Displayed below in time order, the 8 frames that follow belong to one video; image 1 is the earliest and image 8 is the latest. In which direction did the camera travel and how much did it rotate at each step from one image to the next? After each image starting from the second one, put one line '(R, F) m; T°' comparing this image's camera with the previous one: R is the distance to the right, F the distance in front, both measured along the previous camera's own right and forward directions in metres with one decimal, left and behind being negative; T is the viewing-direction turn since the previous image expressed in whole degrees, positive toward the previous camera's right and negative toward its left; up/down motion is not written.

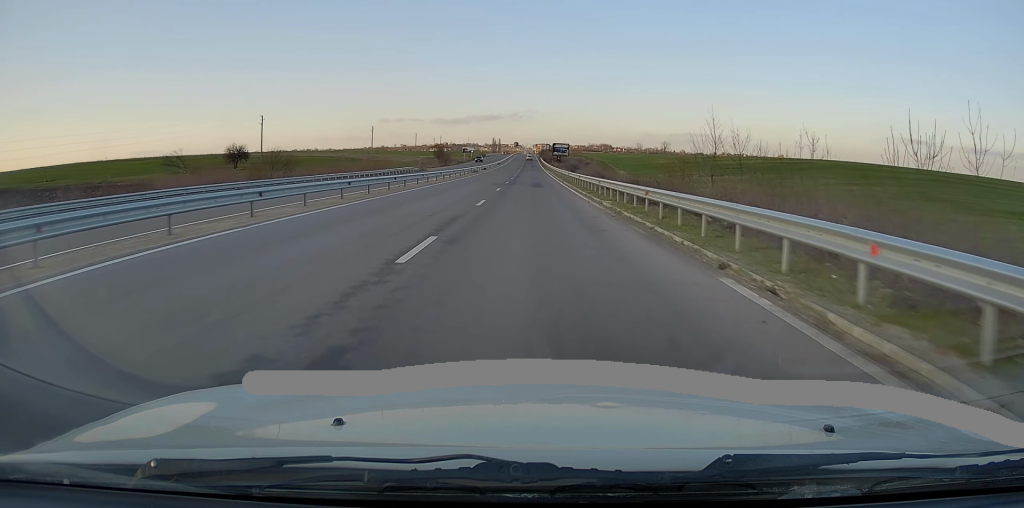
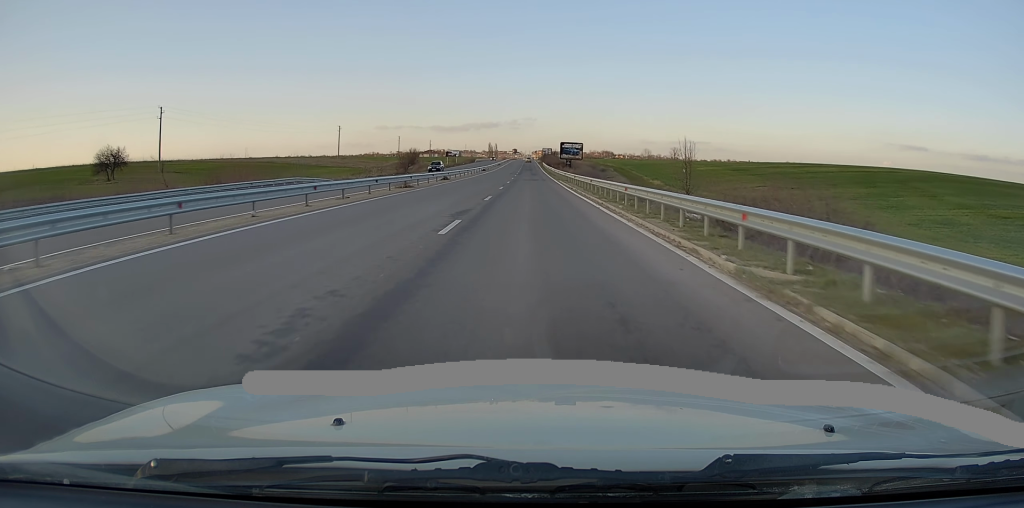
(+0.1, +44.2) m; 0°
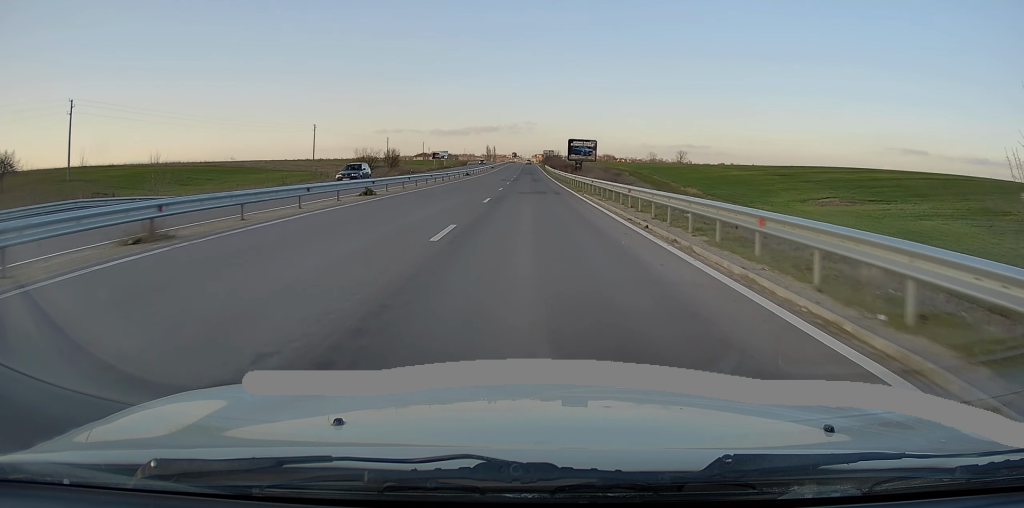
(0.0, +24.9) m; 0°
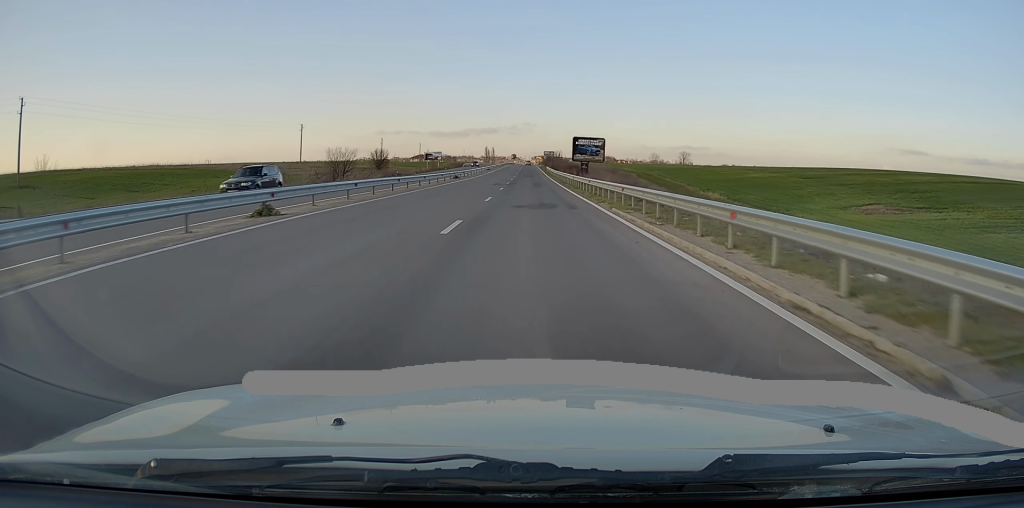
(0.0, +10.7) m; 0°
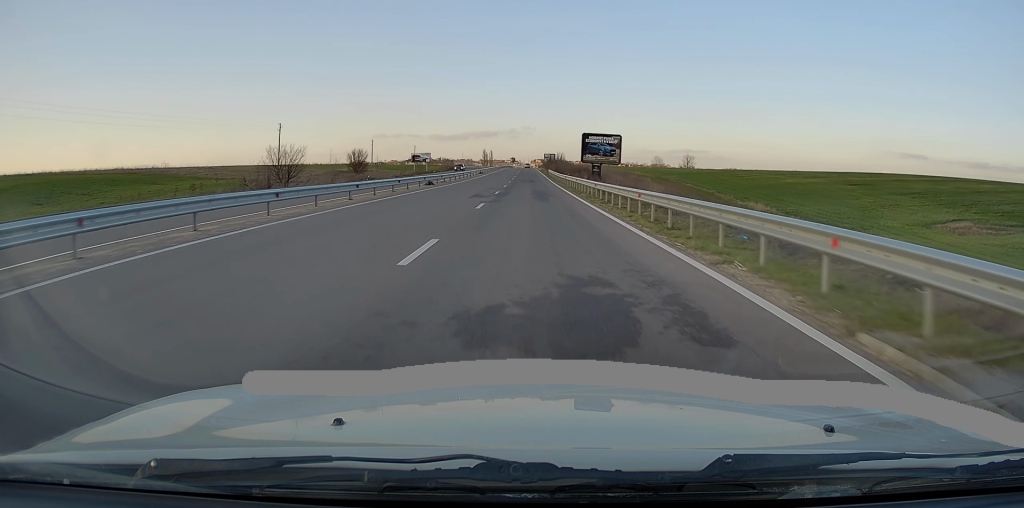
(0.0, +15.7) m; 0°
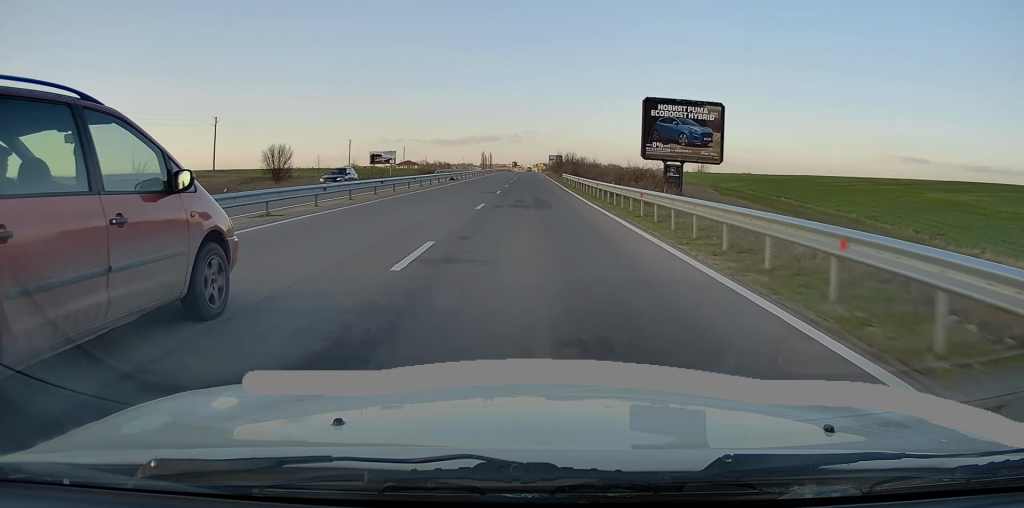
(-0.2, +36.2) m; 0°
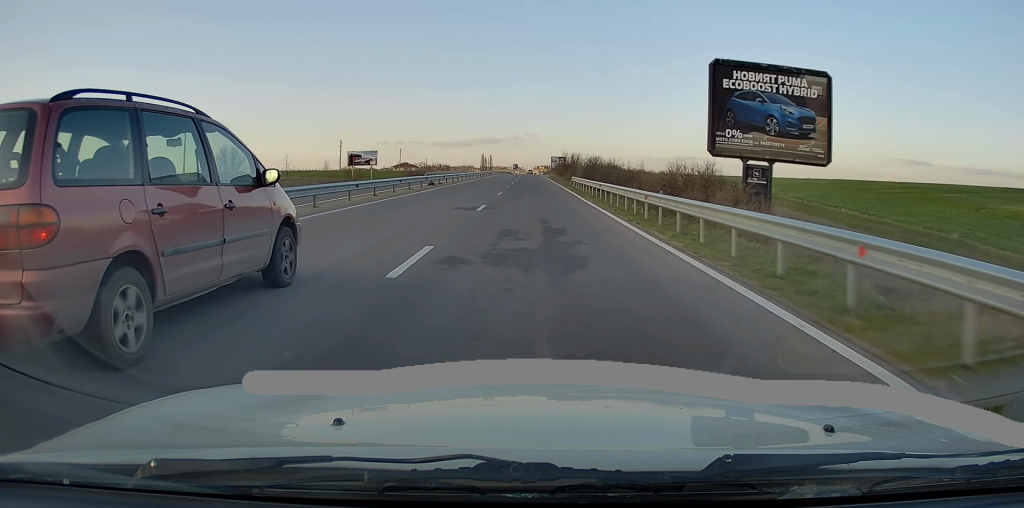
(+0.1, +12.3) m; 0°
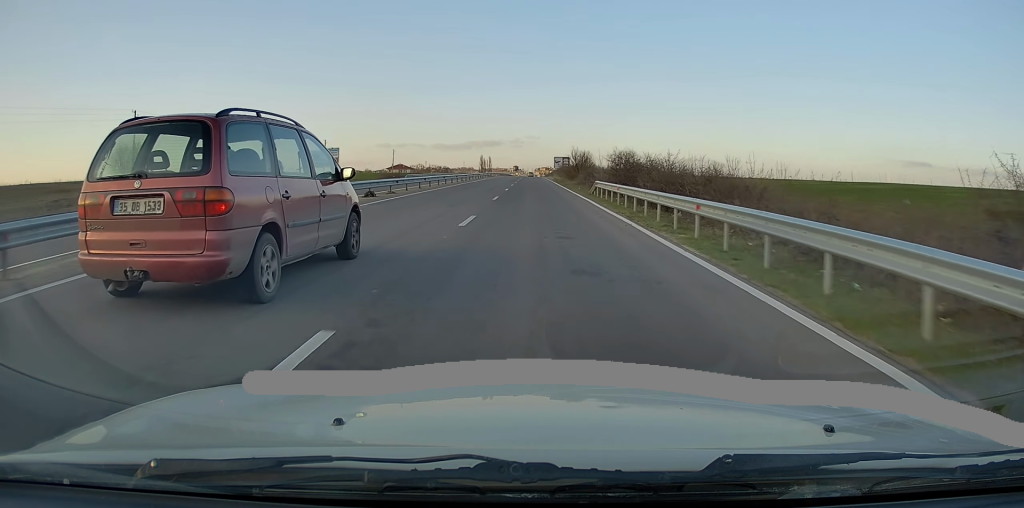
(+0.2, +17.2) m; 0°
